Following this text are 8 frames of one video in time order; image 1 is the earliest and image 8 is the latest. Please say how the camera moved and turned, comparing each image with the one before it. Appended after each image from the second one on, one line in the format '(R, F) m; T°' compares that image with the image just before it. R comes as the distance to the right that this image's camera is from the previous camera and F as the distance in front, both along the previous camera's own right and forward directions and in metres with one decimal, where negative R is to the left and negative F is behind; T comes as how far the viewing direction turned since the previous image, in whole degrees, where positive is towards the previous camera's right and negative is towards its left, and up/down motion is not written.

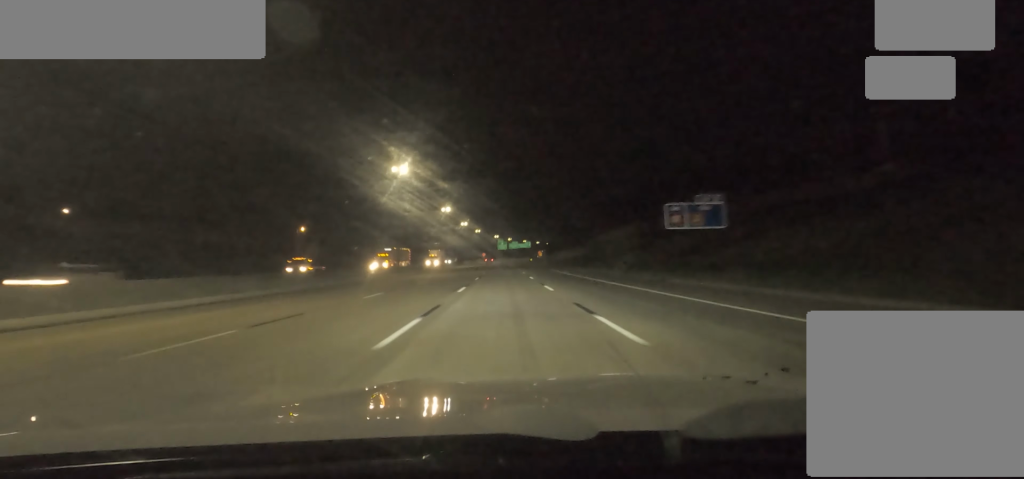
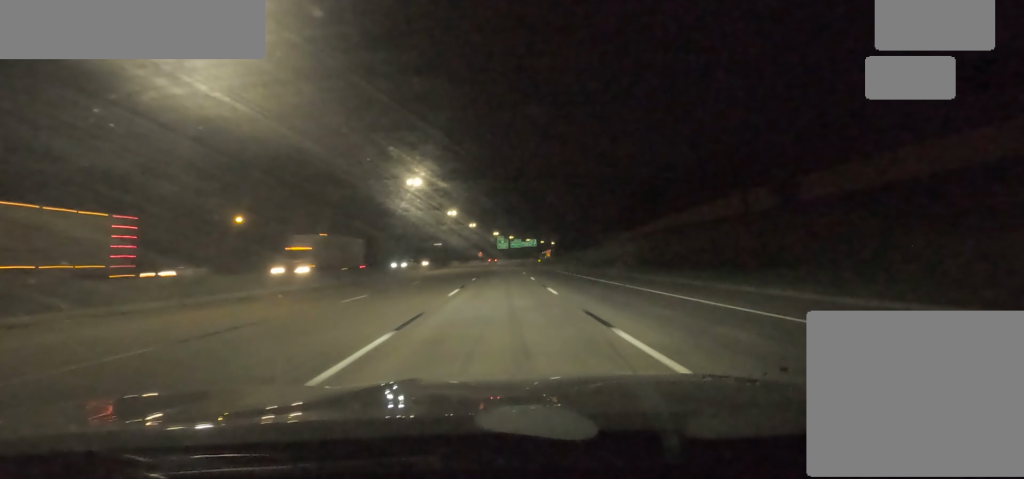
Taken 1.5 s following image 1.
(0.0, +43.1) m; 0°
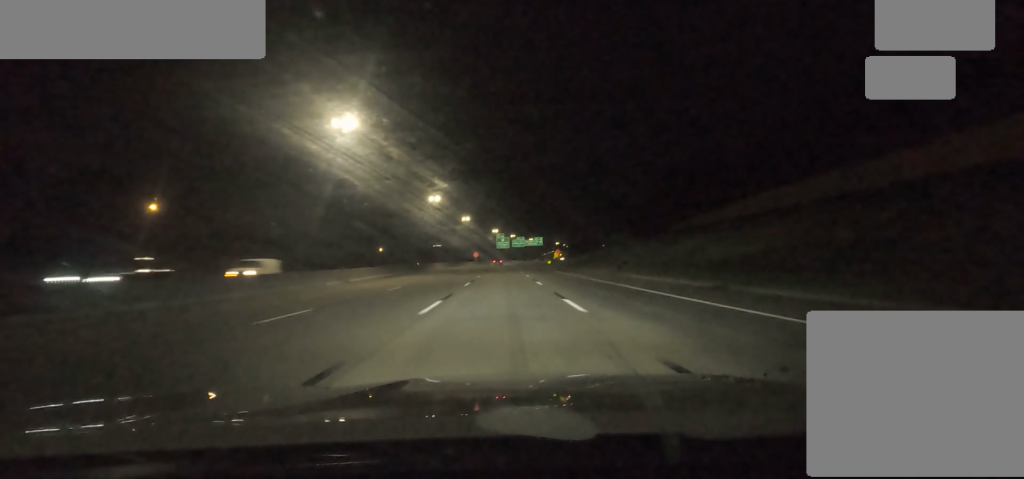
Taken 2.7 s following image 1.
(0.0, +32.9) m; 0°
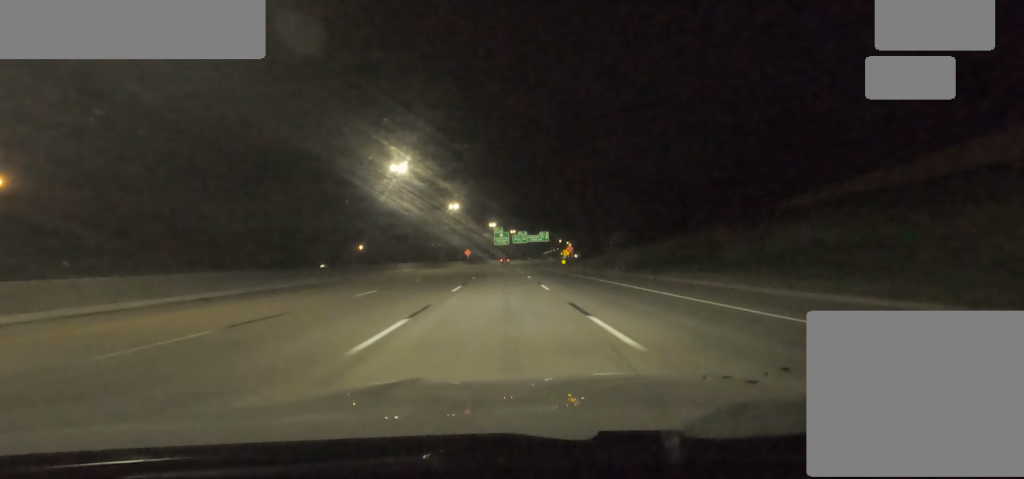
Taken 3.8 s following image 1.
(0.0, +32.6) m; +1°
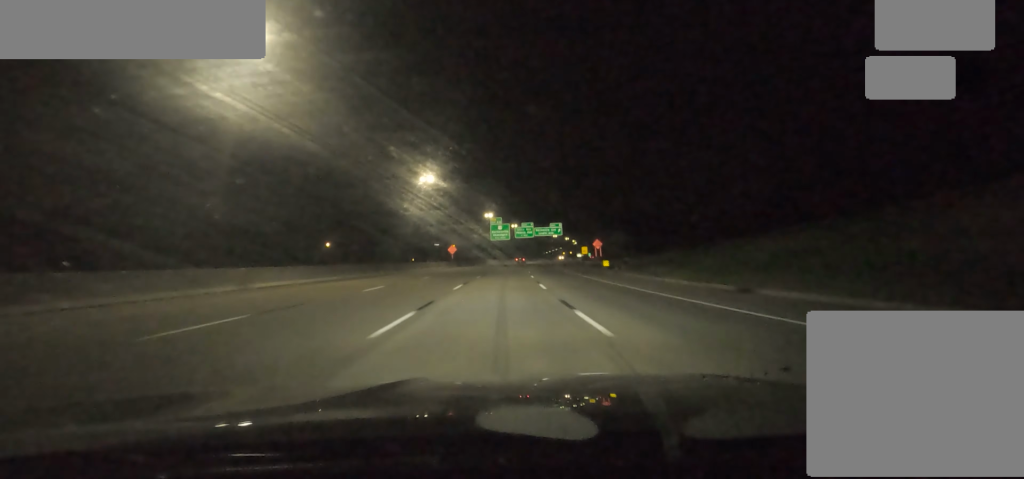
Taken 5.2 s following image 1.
(+1.4, +38.3) m; +2°
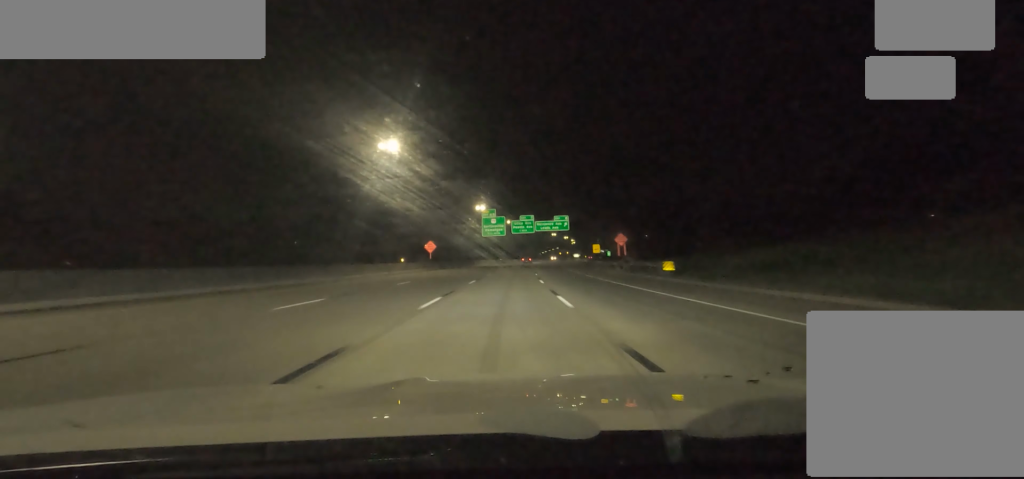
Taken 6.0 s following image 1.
(-0.1, +21.9) m; 0°
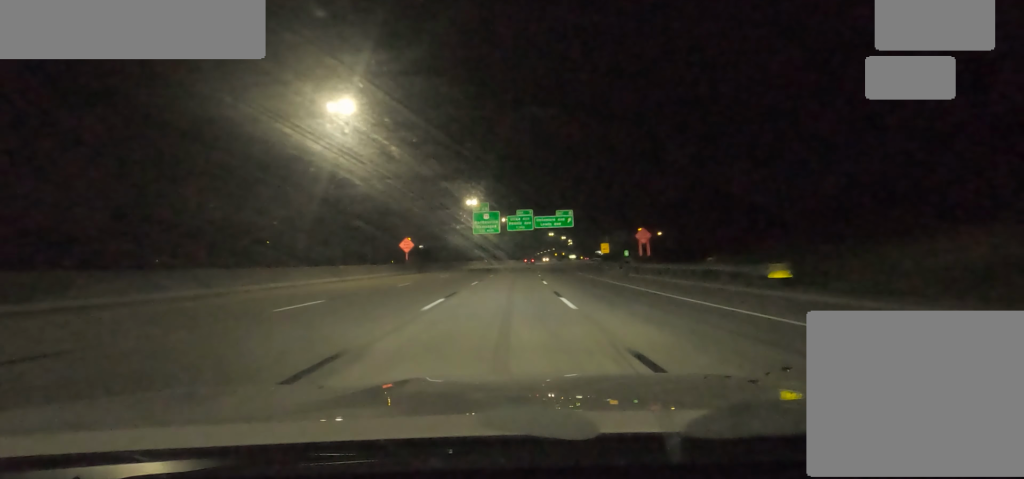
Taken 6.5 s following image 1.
(-0.7, +14.1) m; 0°
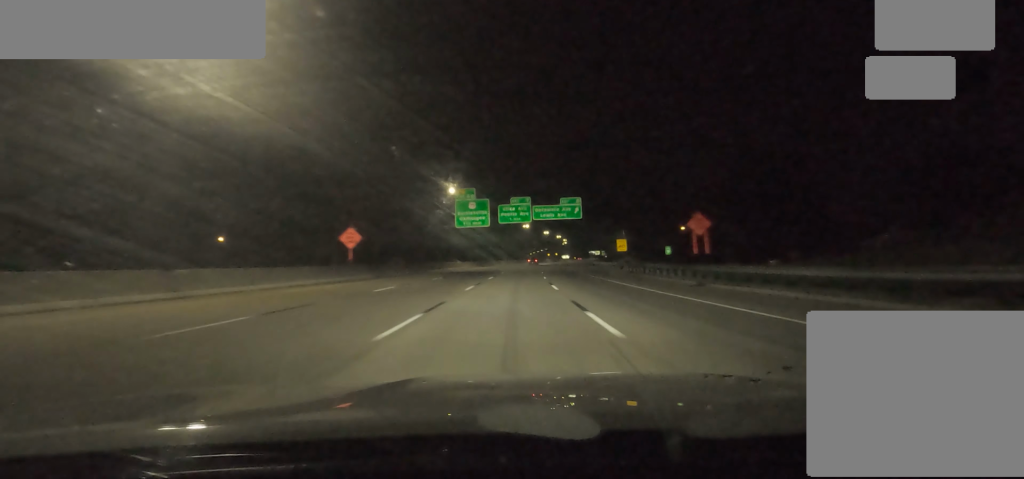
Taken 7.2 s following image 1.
(+0.8, +18.0) m; 0°
